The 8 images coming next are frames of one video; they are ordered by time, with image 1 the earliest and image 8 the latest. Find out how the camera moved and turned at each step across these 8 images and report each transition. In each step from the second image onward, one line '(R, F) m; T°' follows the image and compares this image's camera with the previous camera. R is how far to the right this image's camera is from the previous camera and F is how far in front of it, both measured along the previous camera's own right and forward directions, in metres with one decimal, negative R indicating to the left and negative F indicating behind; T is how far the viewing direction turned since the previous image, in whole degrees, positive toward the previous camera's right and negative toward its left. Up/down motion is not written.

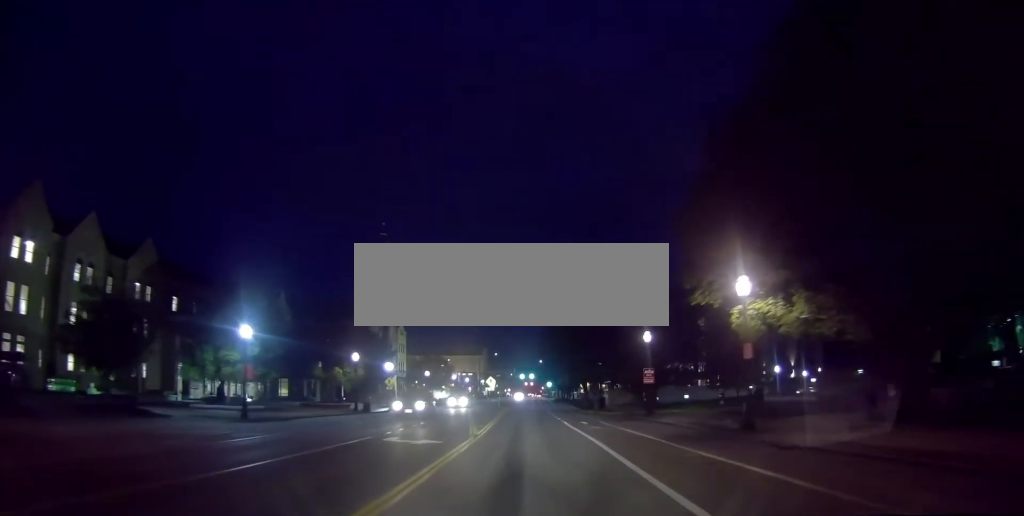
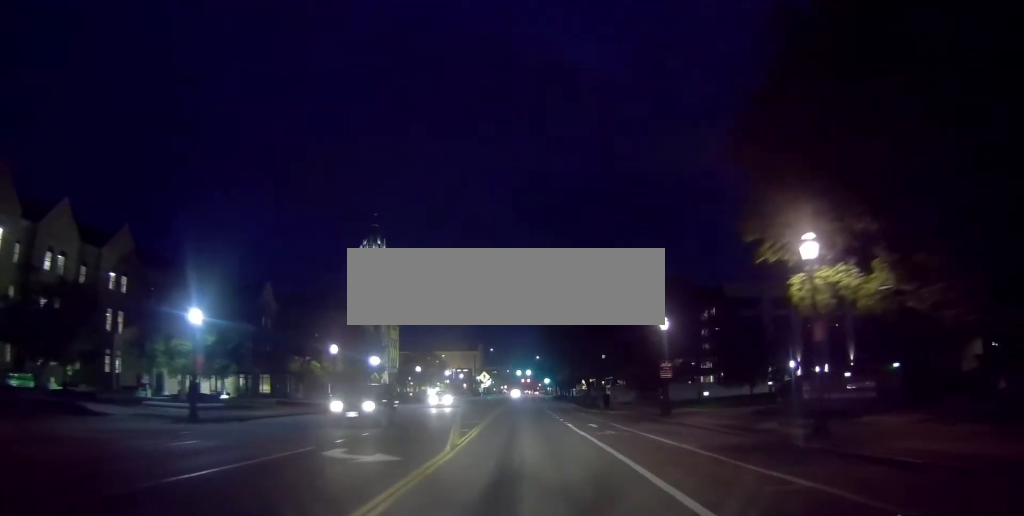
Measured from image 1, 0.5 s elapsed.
(0.0, +4.7) m; 0°
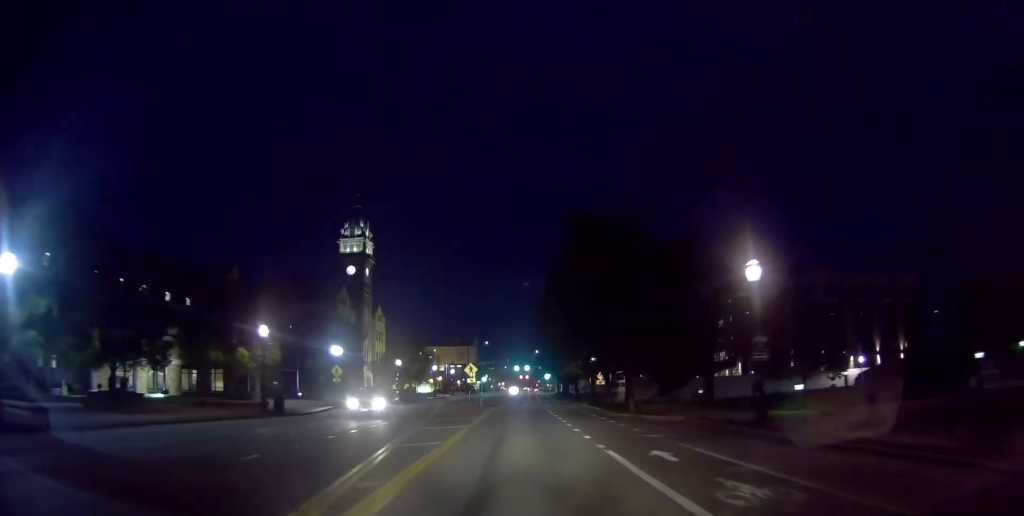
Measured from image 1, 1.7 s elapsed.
(0.0, +11.6) m; 0°
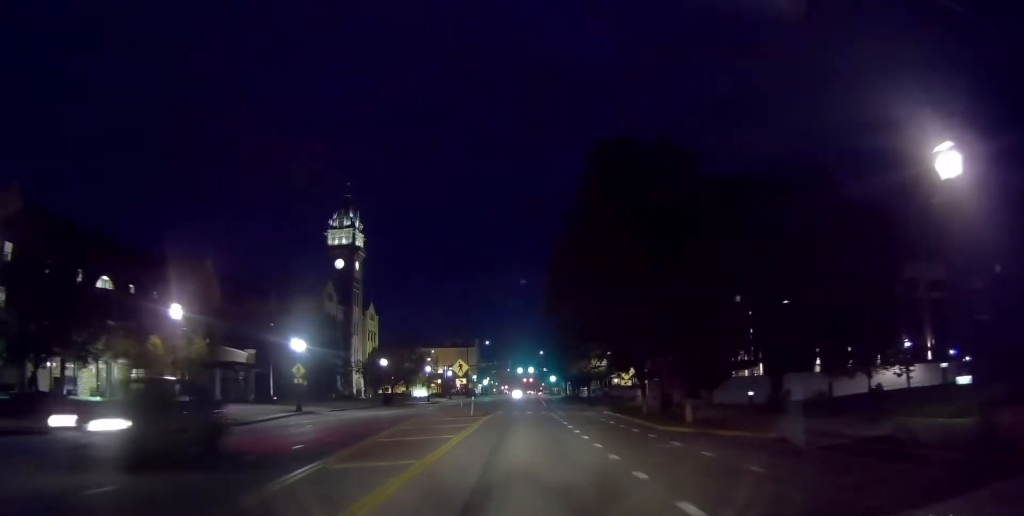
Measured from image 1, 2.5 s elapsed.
(0.0, +9.2) m; 0°
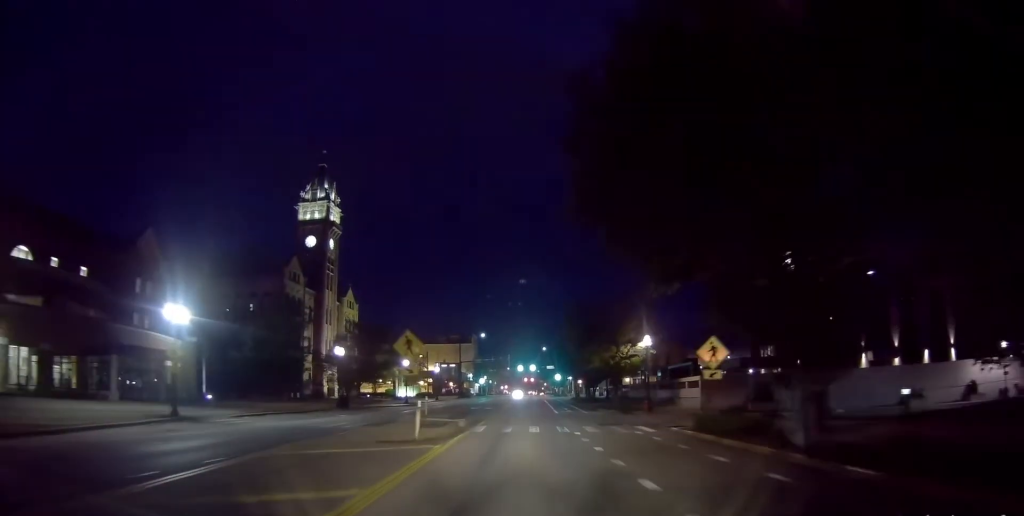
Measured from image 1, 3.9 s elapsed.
(0.0, +14.9) m; 0°
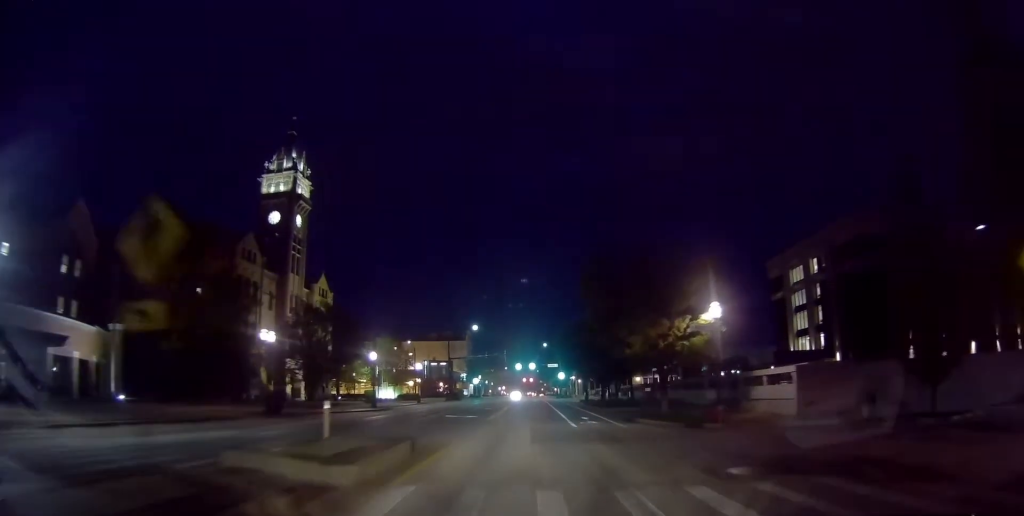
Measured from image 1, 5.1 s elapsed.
(0.0, +13.5) m; 0°
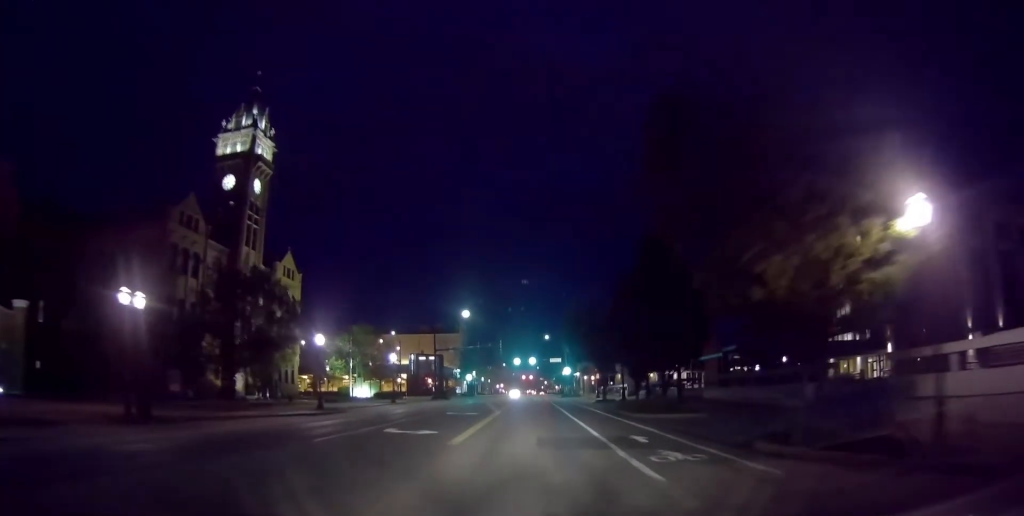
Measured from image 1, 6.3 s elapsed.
(0.0, +13.9) m; +1°
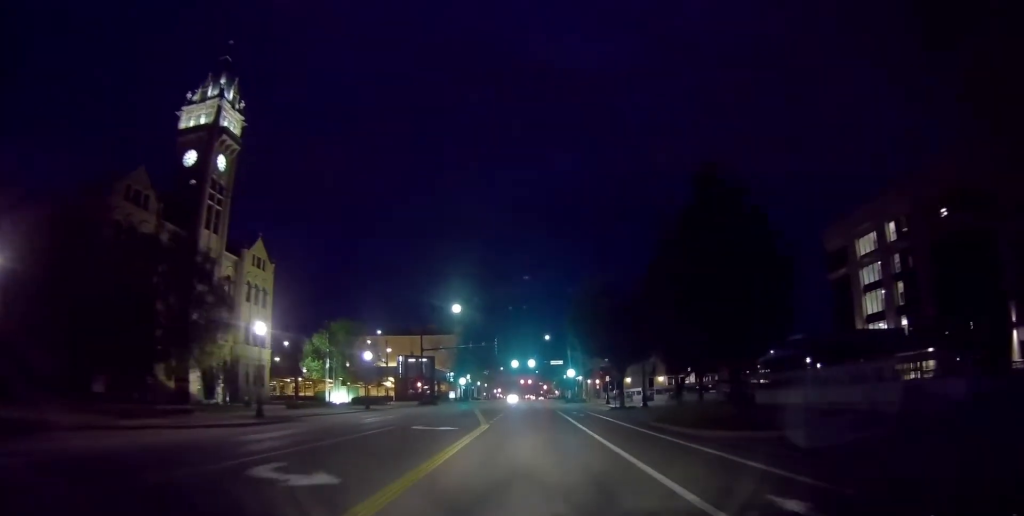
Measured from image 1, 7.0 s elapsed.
(+0.1, +8.7) m; +1°
